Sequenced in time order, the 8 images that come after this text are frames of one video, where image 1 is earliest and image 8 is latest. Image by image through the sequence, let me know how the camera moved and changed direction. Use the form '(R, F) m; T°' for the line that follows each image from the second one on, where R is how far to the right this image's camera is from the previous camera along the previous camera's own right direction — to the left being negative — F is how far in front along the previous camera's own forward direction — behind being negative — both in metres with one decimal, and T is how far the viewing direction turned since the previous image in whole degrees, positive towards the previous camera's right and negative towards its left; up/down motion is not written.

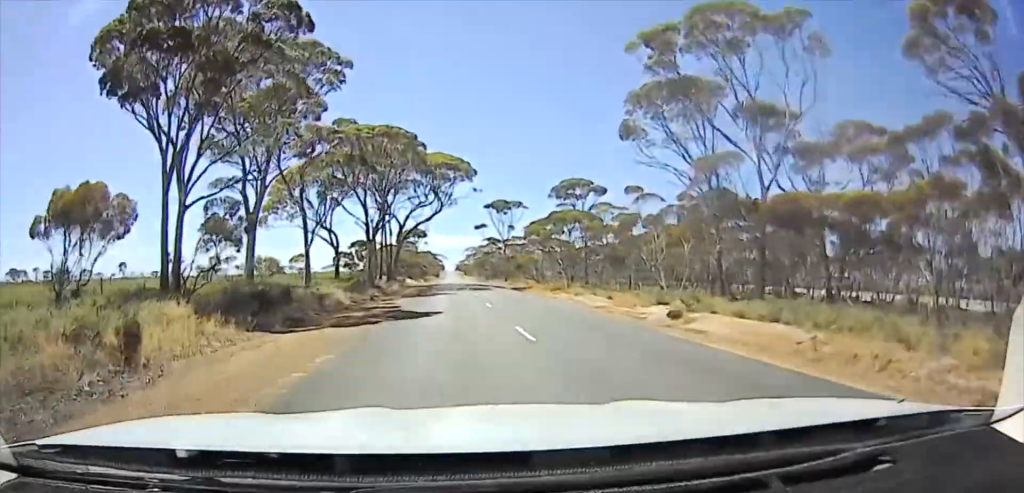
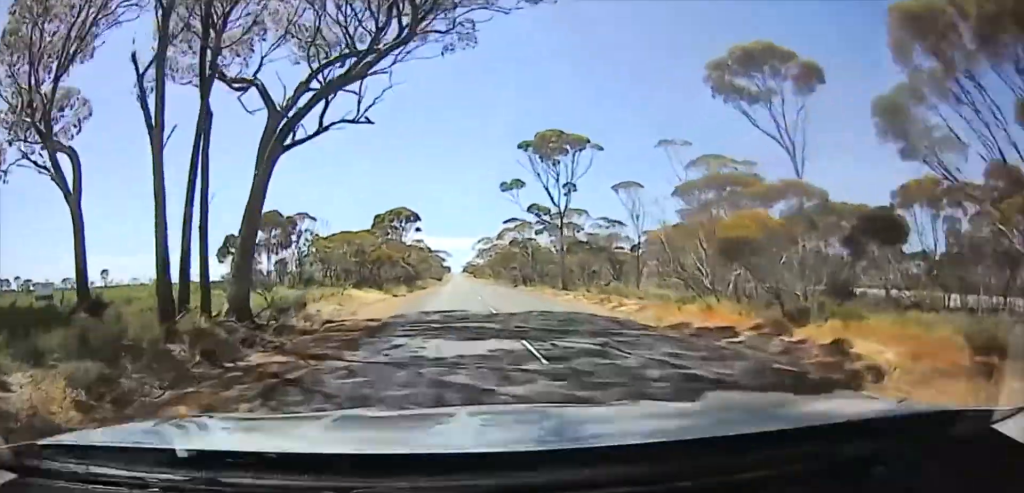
(0.0, +37.6) m; 0°
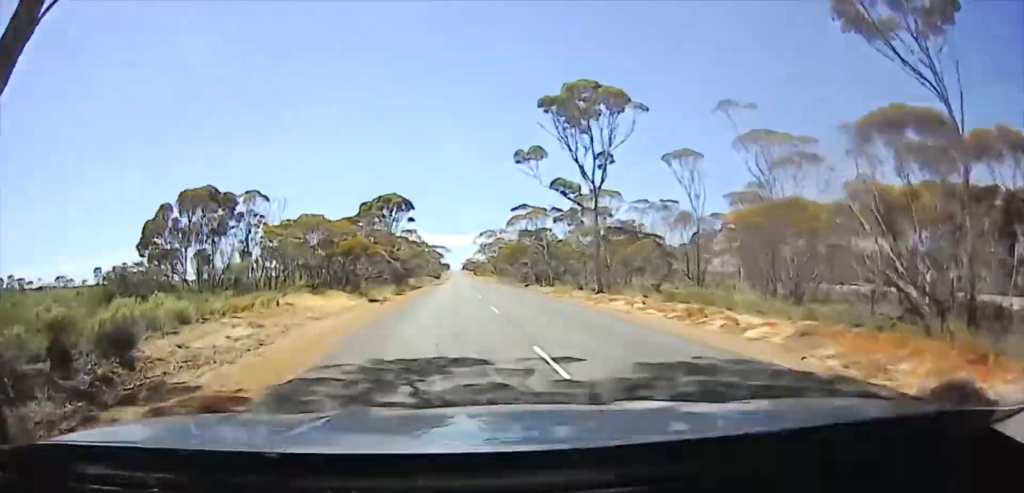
(0.0, +9.3) m; 0°
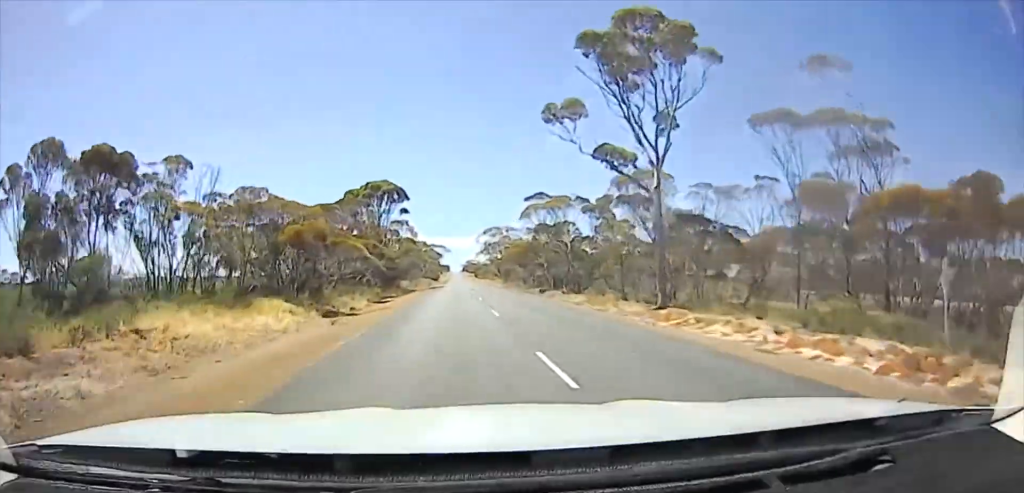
(0.0, +8.4) m; 0°
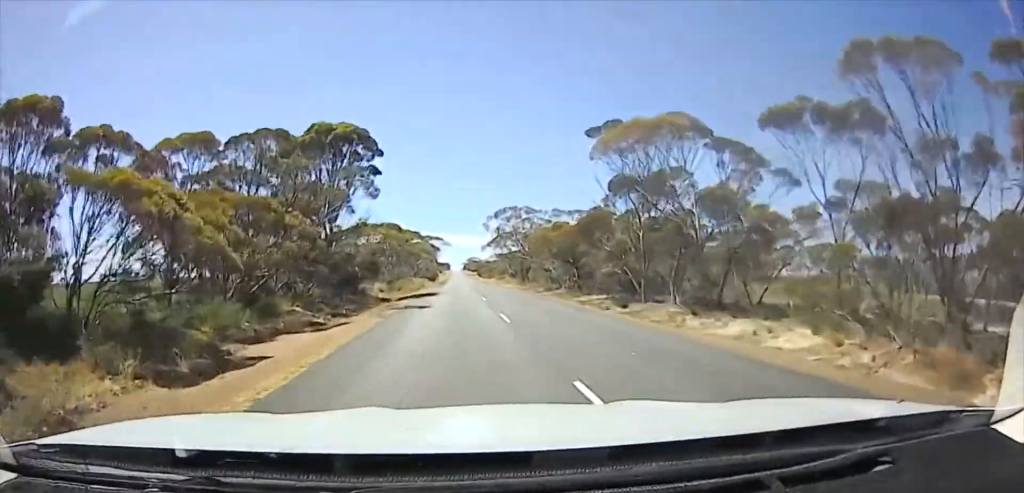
(0.0, +18.0) m; 0°
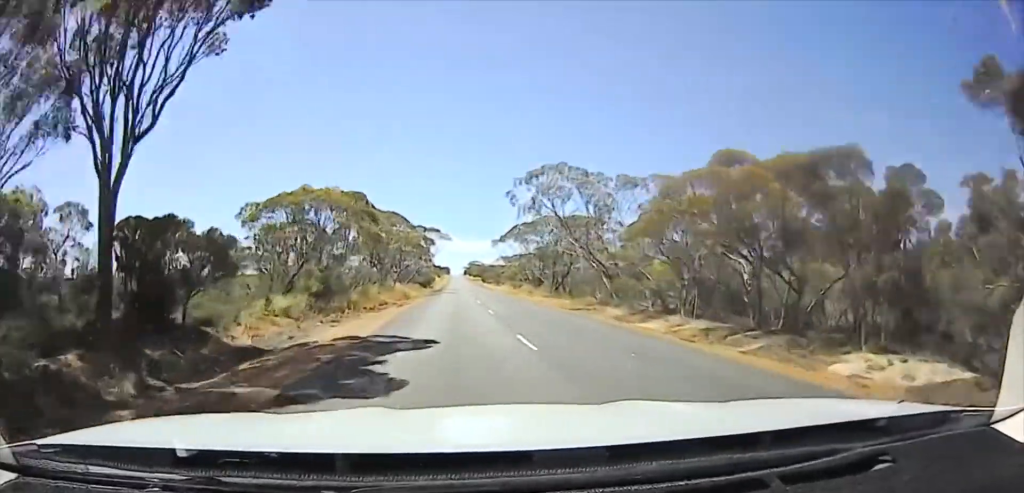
(0.0, +19.4) m; 0°
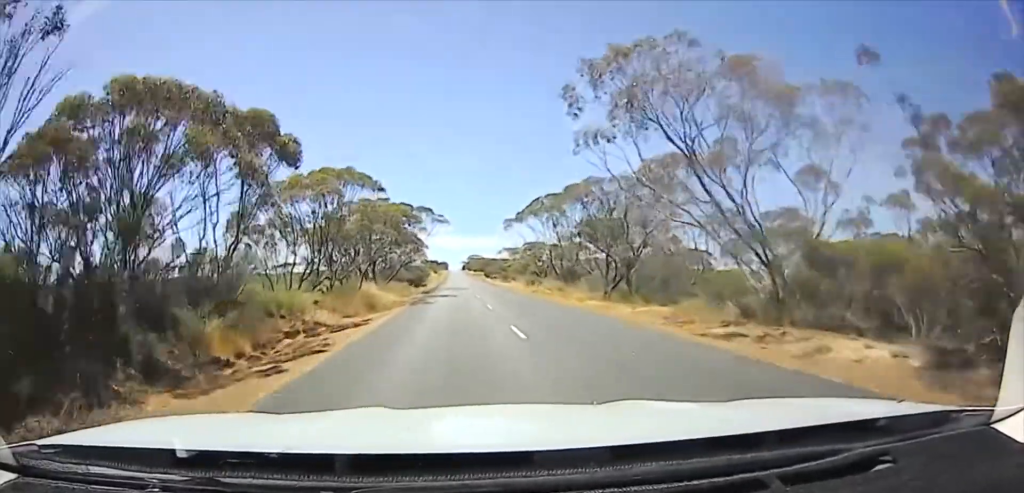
(0.0, +15.3) m; 0°
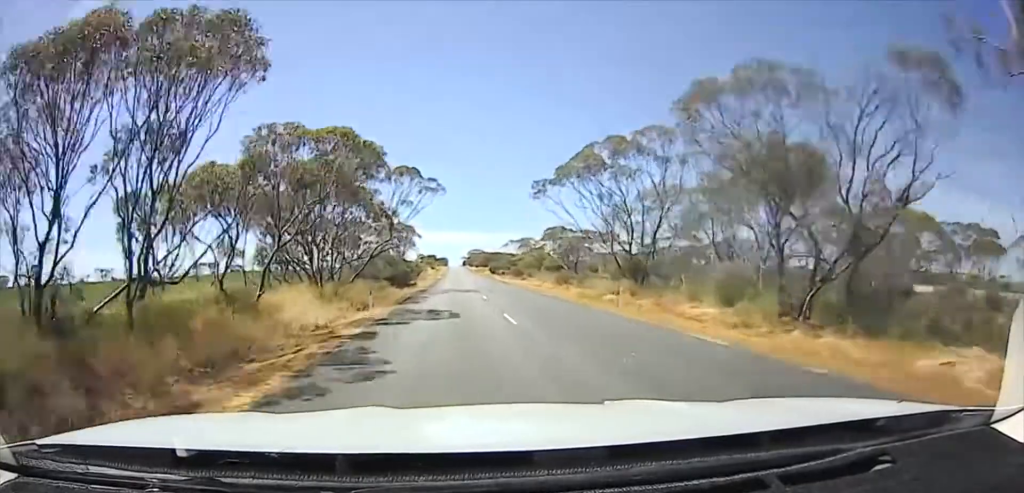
(0.0, +15.2) m; 0°
